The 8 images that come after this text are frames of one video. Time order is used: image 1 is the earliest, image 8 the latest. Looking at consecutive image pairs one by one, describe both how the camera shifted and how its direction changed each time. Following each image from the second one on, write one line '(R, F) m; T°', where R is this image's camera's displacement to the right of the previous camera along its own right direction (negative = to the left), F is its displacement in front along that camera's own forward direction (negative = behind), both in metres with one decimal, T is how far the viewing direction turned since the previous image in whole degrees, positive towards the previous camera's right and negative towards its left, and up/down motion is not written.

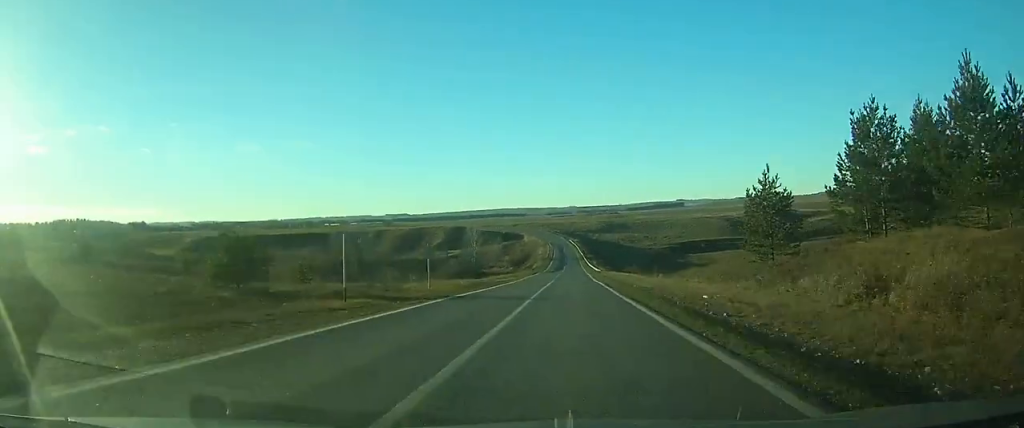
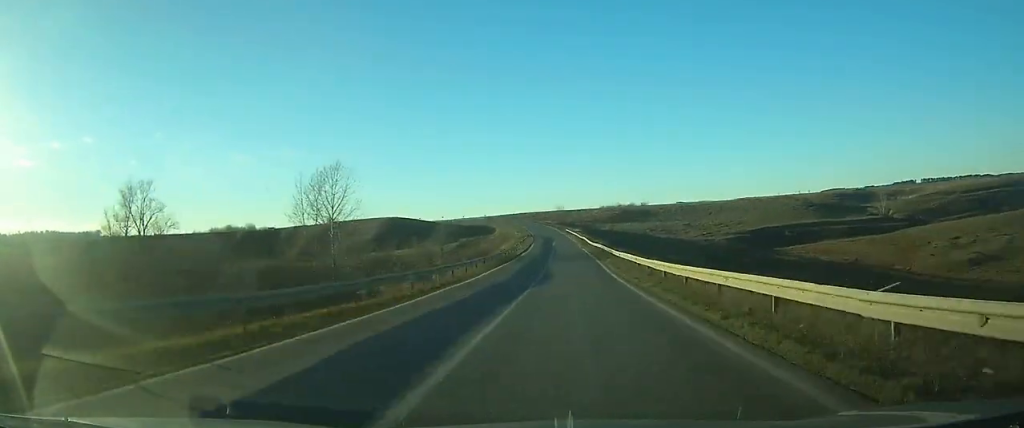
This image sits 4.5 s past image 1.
(+0.7, +95.9) m; 0°
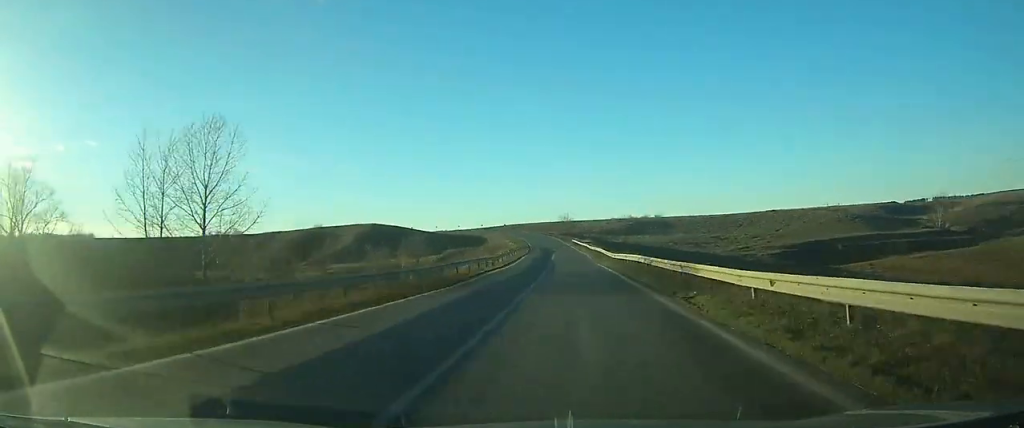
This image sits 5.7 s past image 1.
(-0.1, +27.5) m; -1°
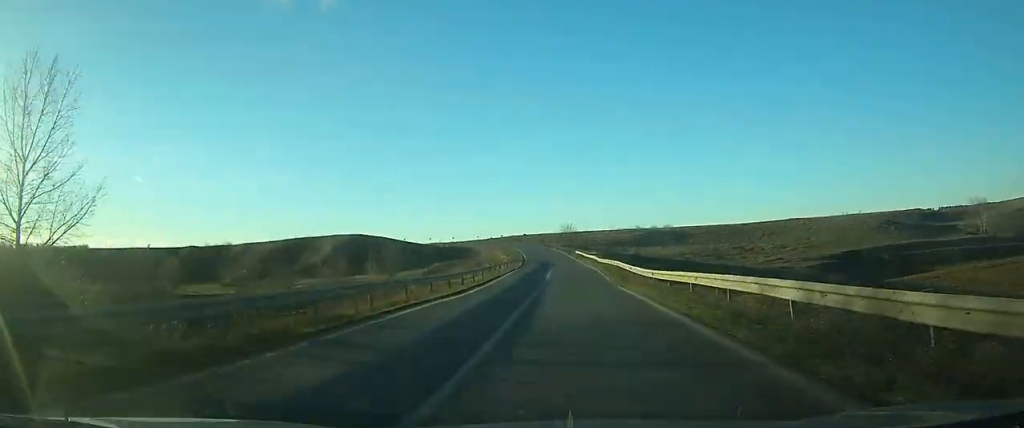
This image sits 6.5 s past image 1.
(0.0, +18.3) m; 0°
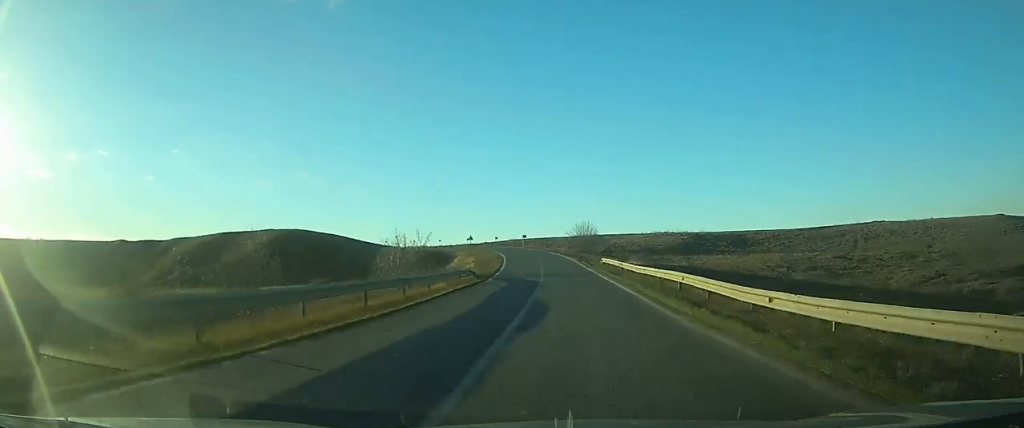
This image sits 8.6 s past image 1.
(-0.8, +45.8) m; -2°
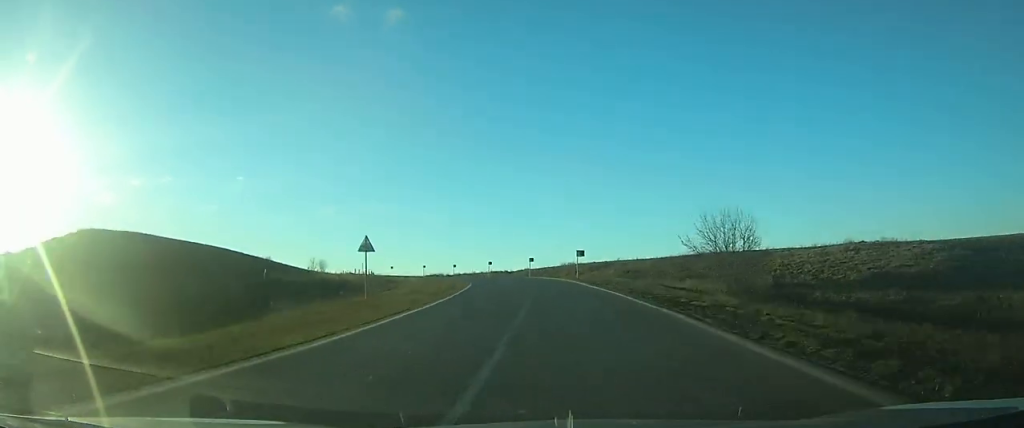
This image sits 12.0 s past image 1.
(-2.7, +66.7) m; -7°
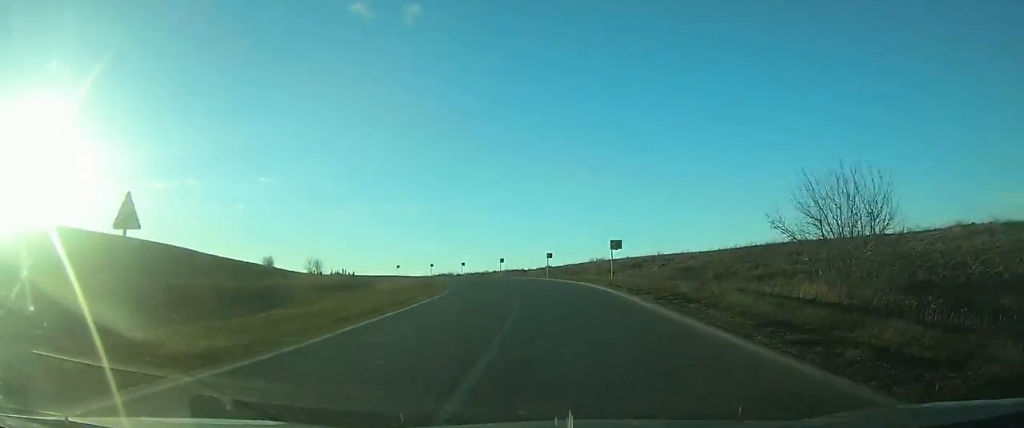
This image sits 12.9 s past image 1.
(-0.4, +15.4) m; -3°
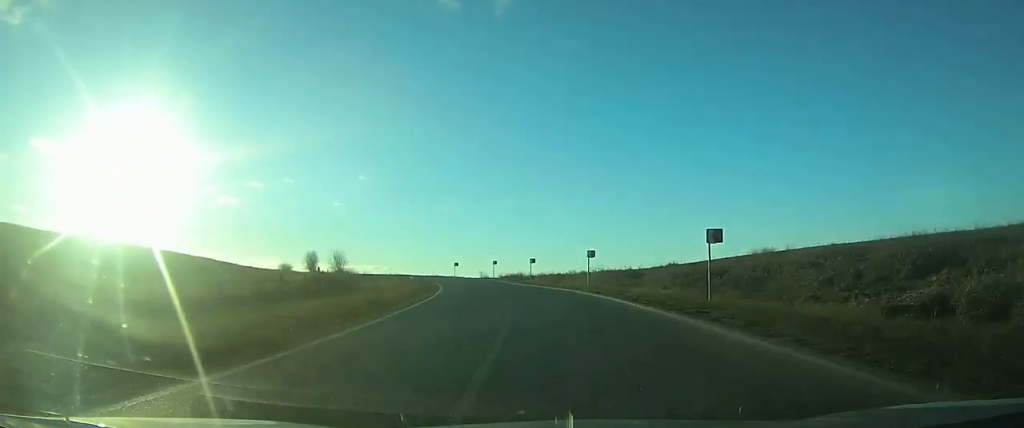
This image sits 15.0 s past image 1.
(-2.9, +36.6) m; -9°
